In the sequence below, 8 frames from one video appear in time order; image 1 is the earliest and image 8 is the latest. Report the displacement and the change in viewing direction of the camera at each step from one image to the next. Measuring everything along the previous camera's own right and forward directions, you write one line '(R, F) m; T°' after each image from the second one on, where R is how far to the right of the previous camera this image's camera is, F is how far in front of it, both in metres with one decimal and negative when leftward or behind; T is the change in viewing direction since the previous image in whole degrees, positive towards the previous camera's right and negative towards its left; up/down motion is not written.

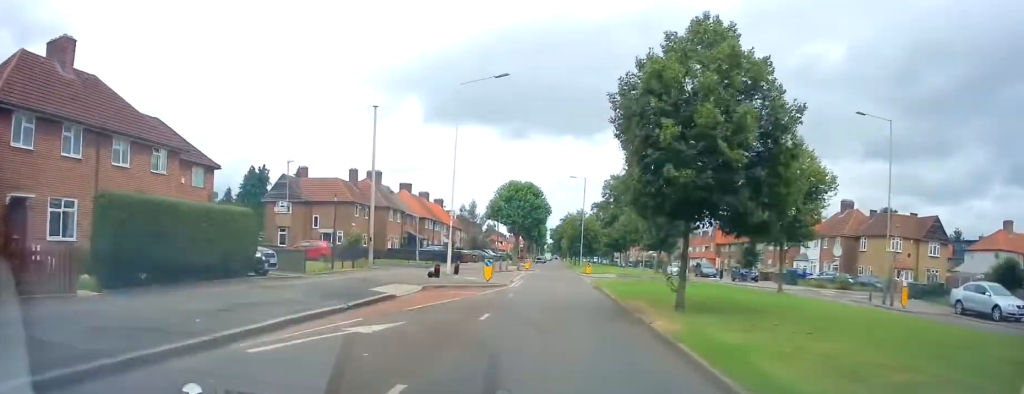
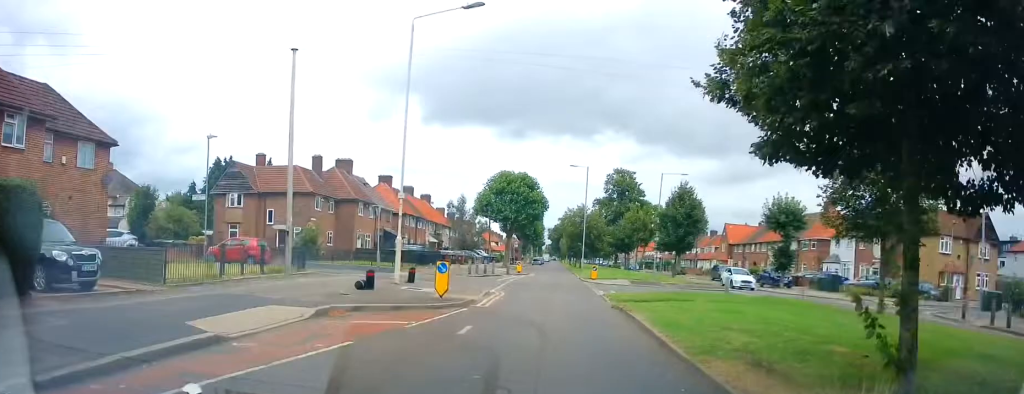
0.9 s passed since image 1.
(-0.2, +8.8) m; 0°
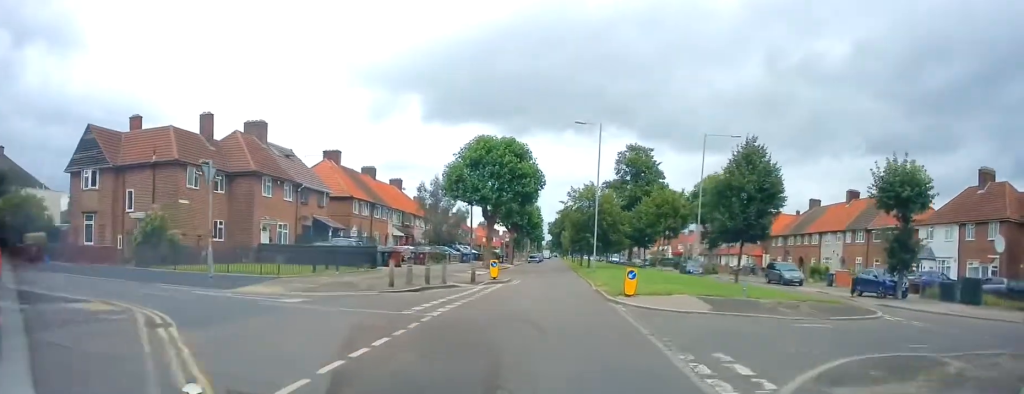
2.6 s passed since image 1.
(+0.5, +17.5) m; 0°
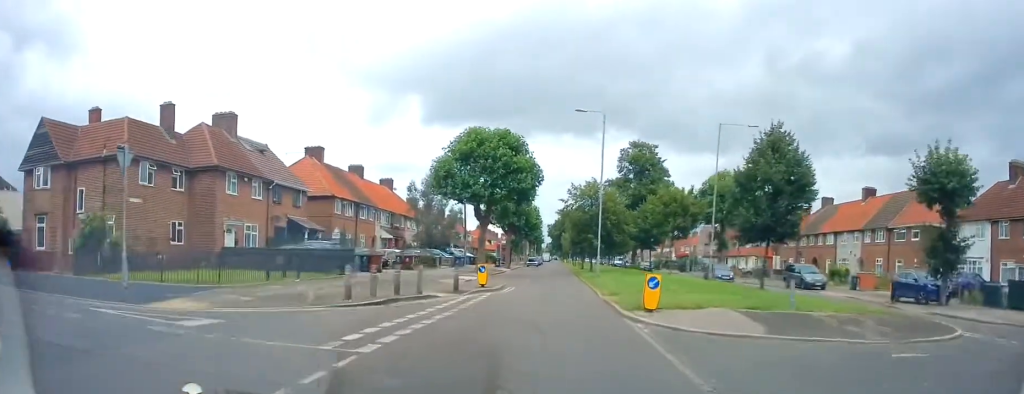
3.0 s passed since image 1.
(0.0, +4.1) m; 0°
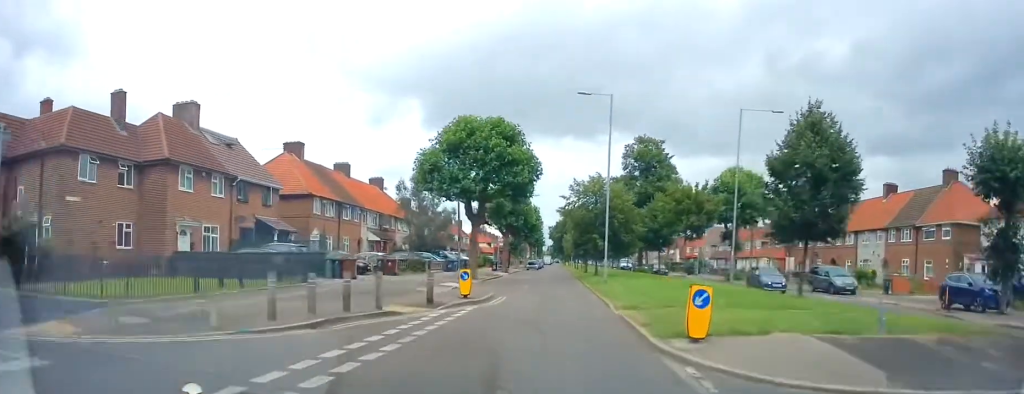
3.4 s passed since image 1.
(-0.1, +4.4) m; 0°
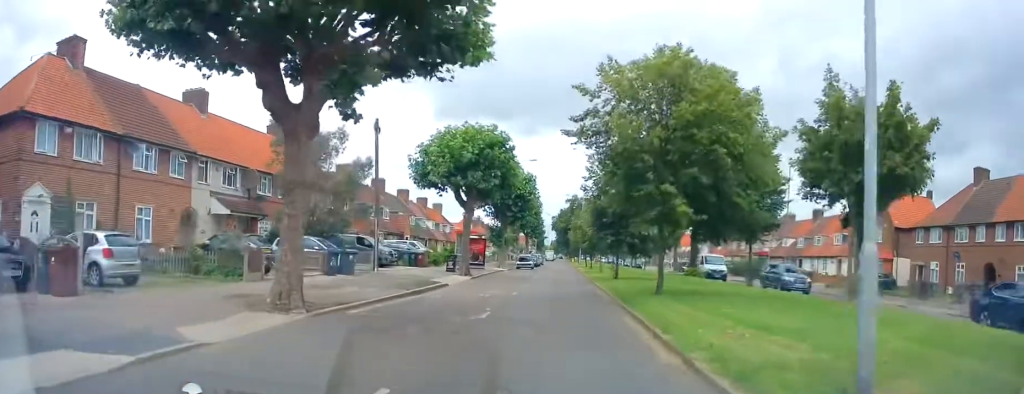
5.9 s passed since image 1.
(-0.1, +25.8) m; 0°
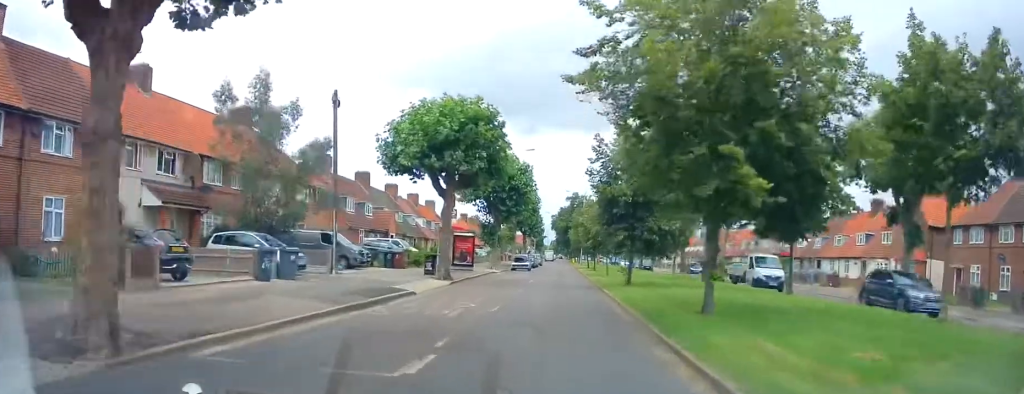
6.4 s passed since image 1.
(+0.2, +5.7) m; 0°
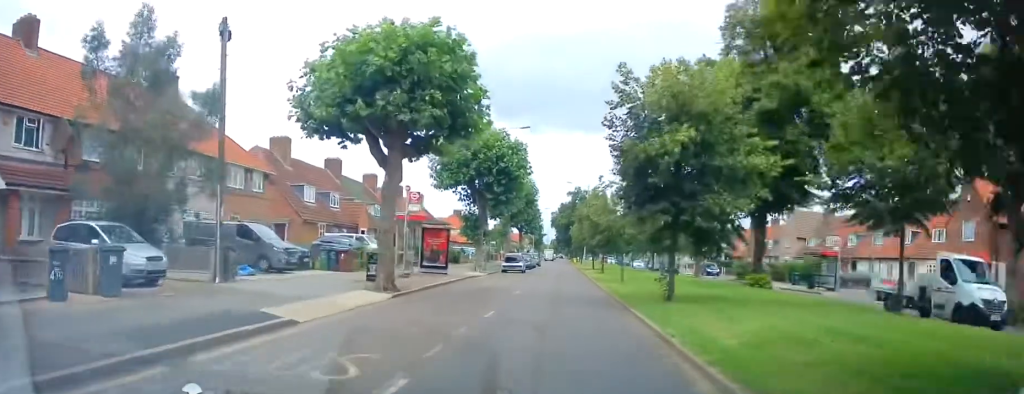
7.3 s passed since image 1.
(-0.1, +9.0) m; 0°
